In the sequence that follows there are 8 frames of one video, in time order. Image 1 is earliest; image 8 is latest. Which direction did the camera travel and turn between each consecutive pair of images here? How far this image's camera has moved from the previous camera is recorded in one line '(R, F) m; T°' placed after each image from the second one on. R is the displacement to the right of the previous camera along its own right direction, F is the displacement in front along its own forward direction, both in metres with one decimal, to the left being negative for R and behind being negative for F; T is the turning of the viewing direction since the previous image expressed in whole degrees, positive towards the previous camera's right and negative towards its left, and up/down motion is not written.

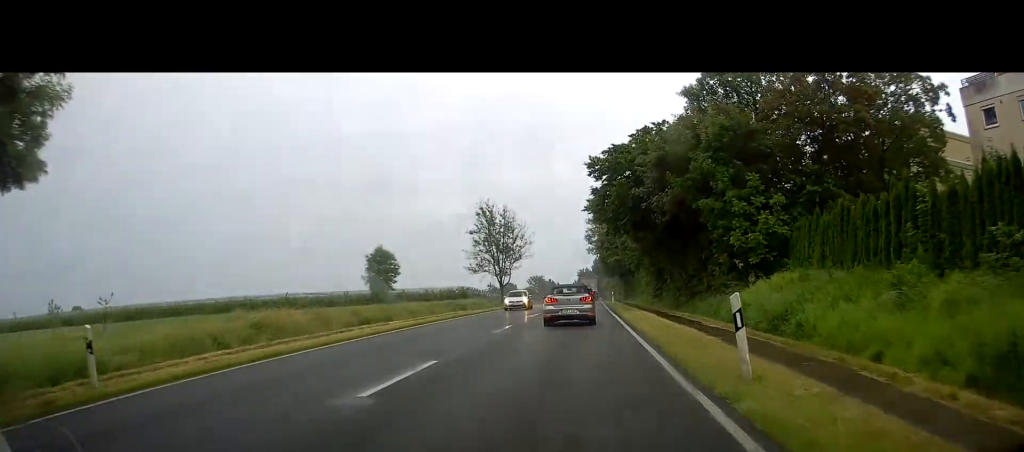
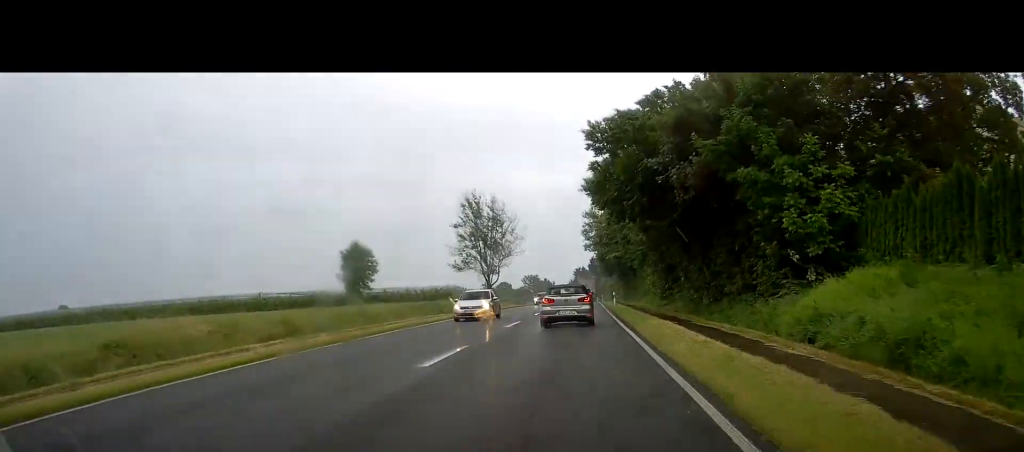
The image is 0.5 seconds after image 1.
(-0.1, +8.8) m; 0°
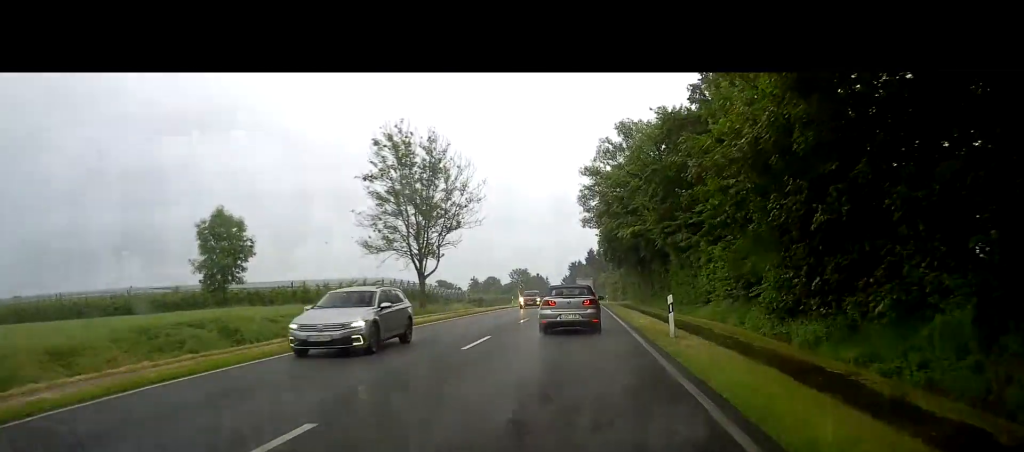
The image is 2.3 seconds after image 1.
(+0.5, +34.2) m; +3°
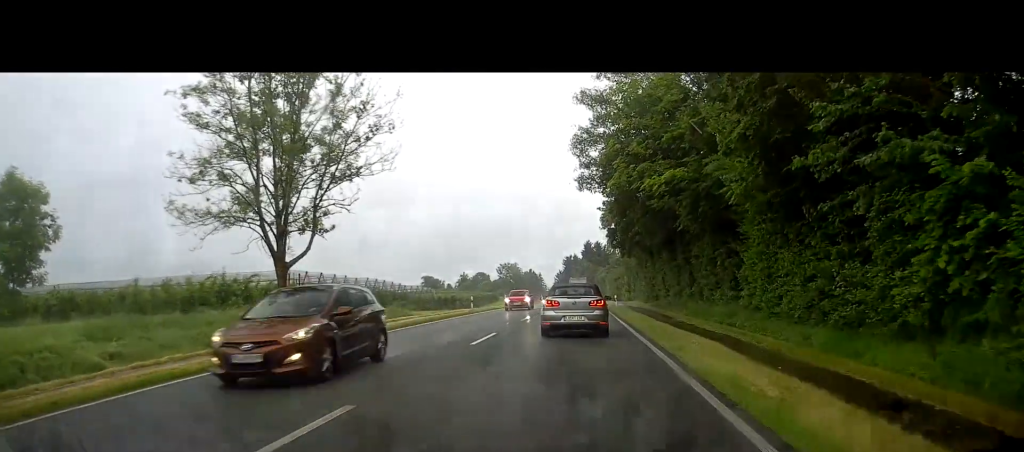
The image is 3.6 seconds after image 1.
(+0.2, +23.9) m; 0°
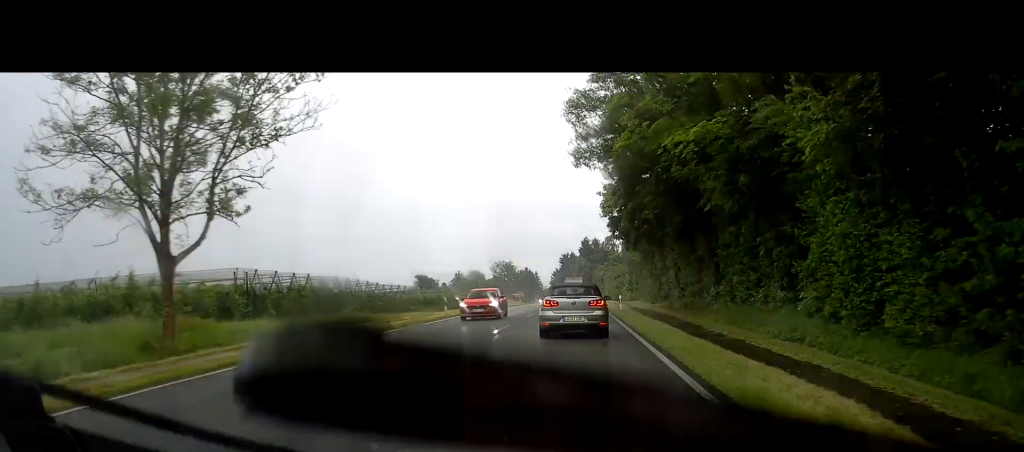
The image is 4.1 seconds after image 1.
(-0.1, +8.2) m; 0°
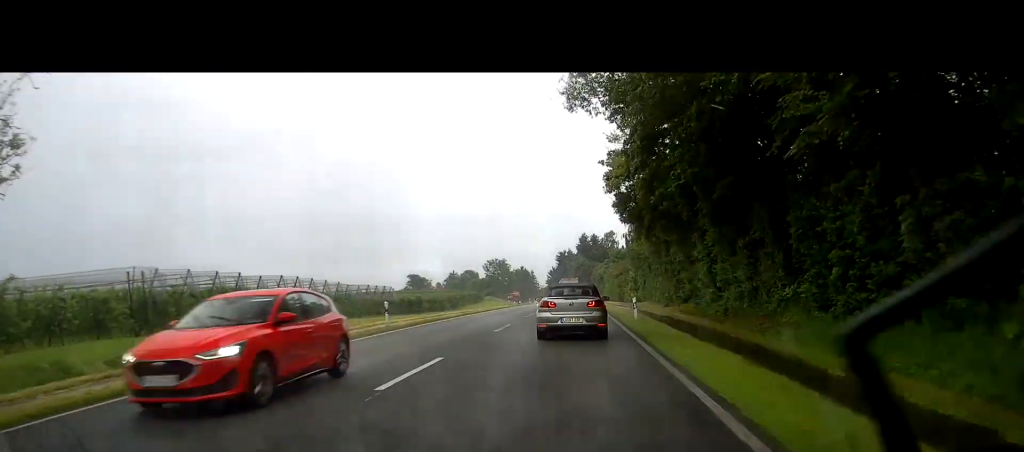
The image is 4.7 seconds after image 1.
(+0.1, +10.9) m; 0°
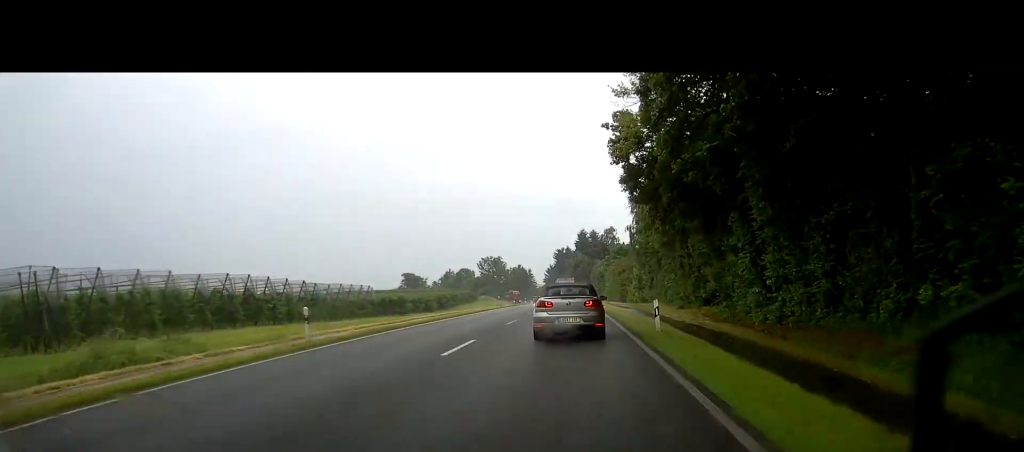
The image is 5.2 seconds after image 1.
(0.0, +8.0) m; 0°
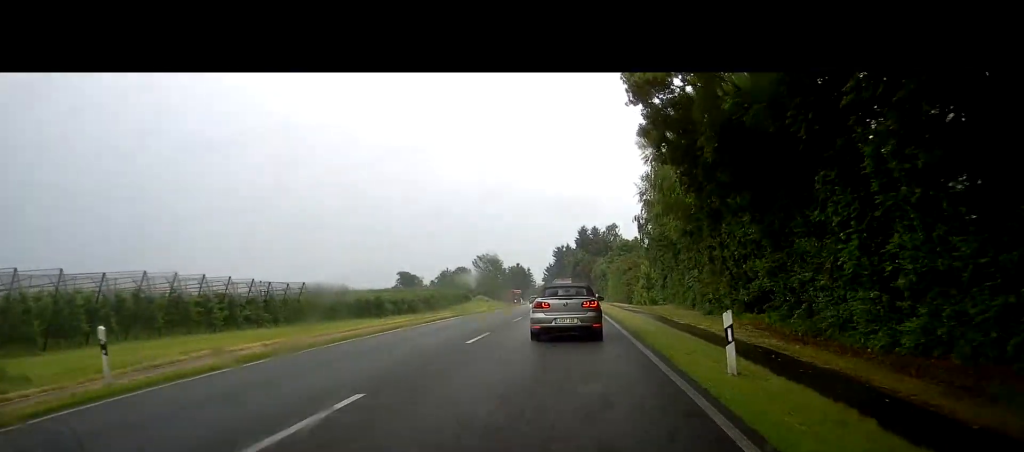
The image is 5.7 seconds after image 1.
(0.0, +8.9) m; 0°
